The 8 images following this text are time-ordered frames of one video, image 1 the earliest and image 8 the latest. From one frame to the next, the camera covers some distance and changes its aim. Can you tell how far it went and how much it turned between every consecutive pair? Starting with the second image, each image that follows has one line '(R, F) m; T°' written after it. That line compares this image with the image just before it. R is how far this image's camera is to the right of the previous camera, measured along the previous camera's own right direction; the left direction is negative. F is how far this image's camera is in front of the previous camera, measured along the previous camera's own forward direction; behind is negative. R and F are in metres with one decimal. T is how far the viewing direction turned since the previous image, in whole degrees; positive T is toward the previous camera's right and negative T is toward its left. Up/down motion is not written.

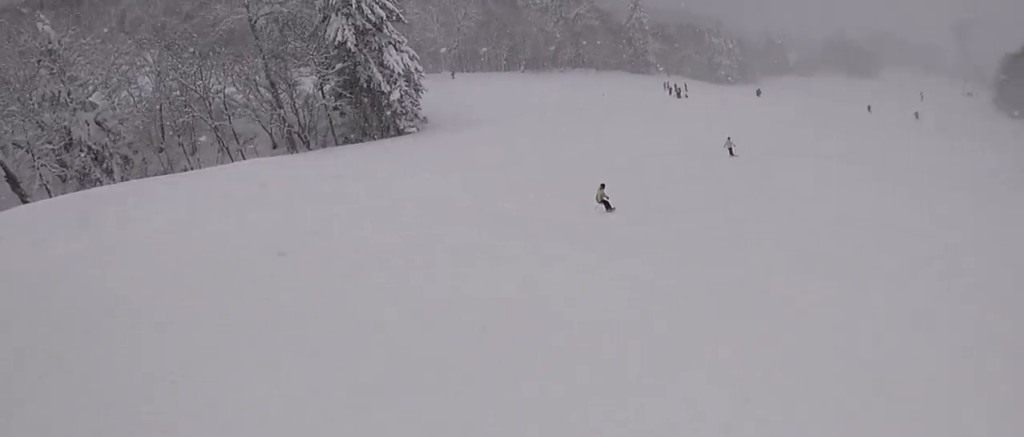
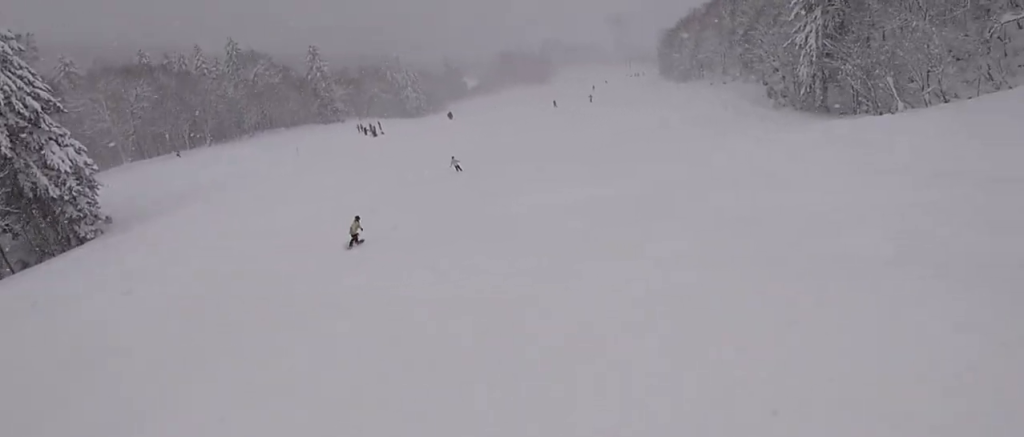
(+0.4, +2.4) m; +29°
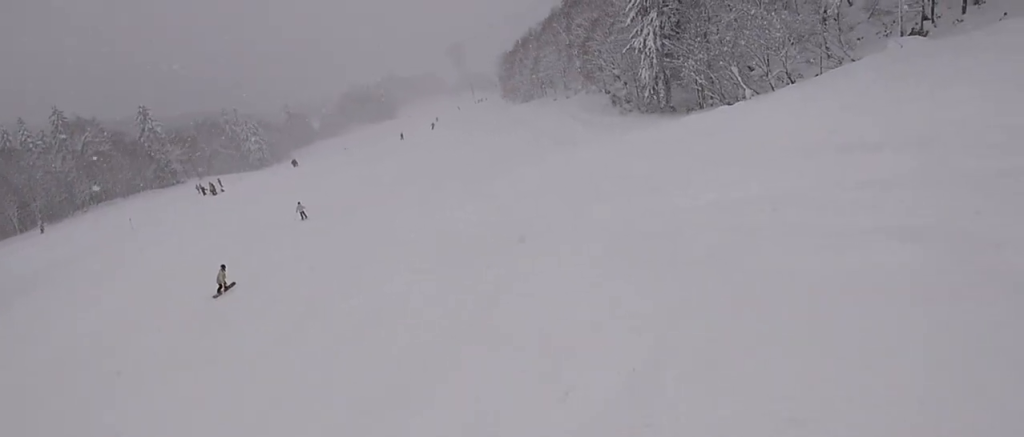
(+0.9, +2.3) m; +17°
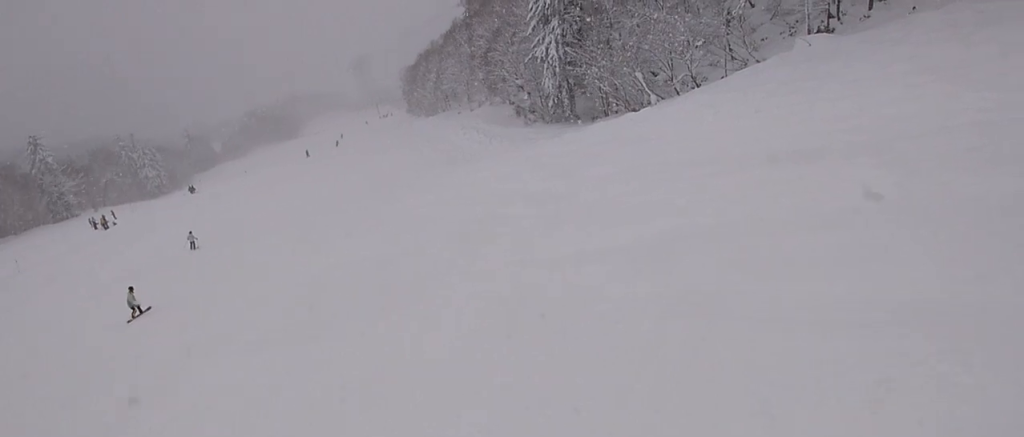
(+0.3, +2.0) m; +6°
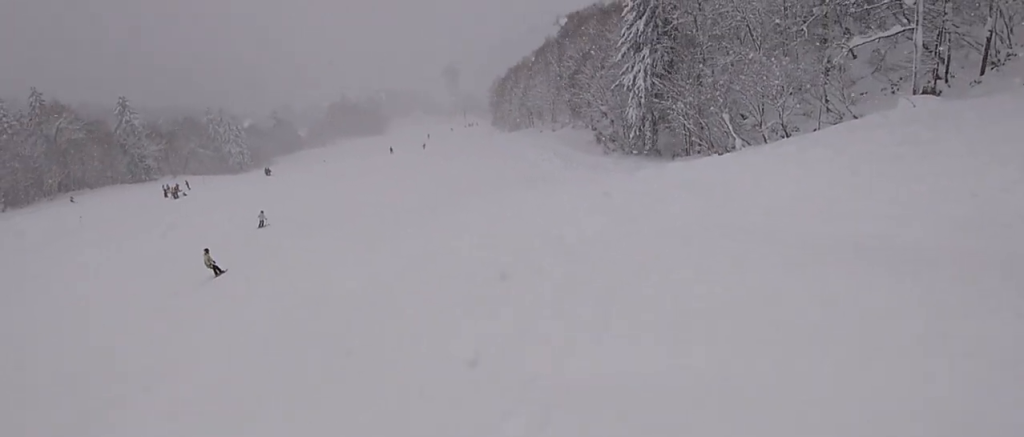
(+0.2, +2.5) m; -4°
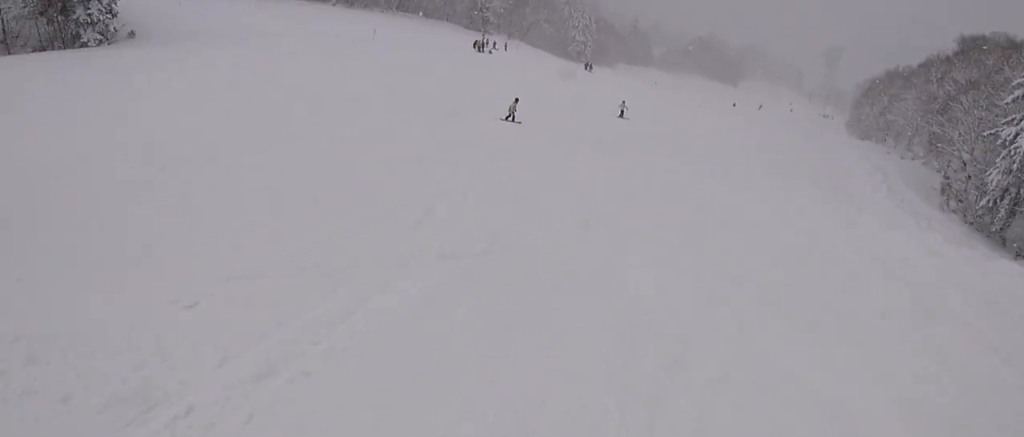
(-2.6, +7.7) m; -35°
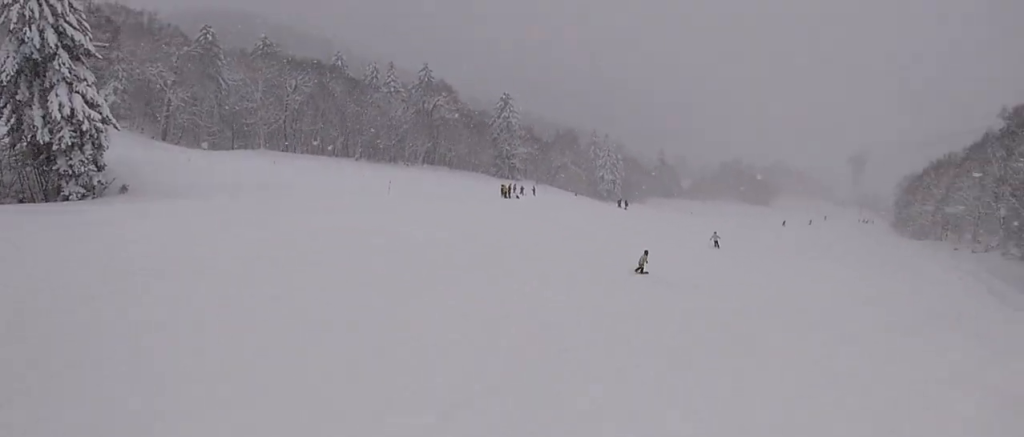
(-0.8, +7.3) m; +5°
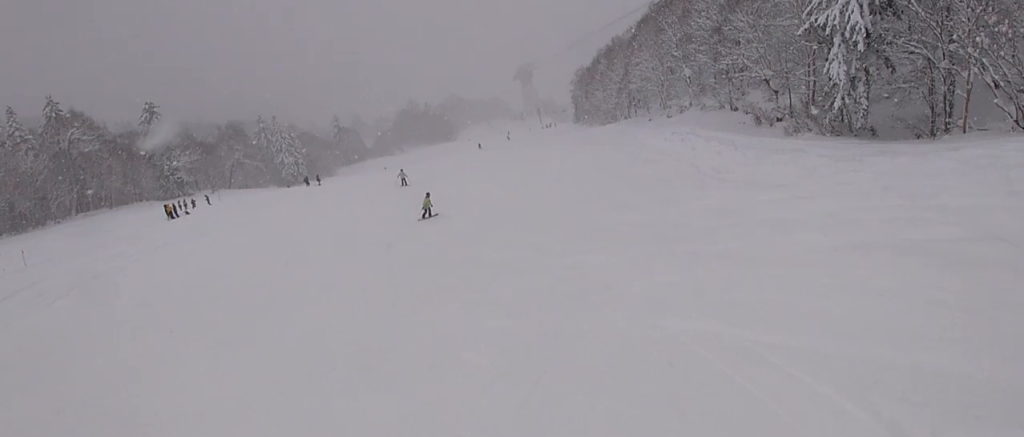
(+1.4, +7.2) m; +14°
